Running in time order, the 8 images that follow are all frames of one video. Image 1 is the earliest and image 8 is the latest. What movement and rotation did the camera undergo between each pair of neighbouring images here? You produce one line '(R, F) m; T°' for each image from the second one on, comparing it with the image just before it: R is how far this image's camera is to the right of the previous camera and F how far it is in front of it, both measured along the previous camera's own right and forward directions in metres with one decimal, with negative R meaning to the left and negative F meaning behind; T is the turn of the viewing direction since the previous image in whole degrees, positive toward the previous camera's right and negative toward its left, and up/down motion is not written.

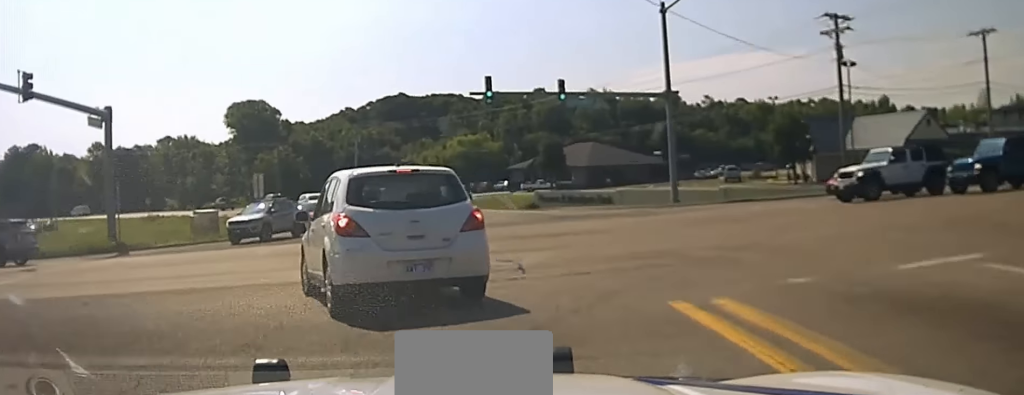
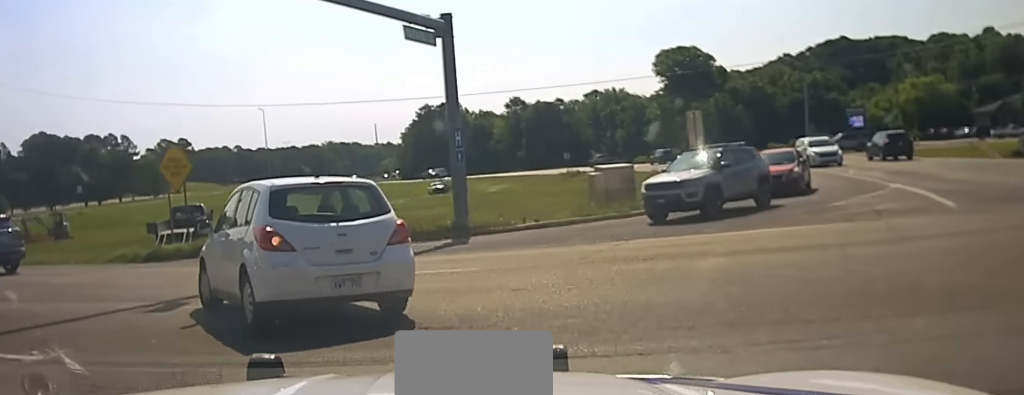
(-3.8, +17.8) m; -27°
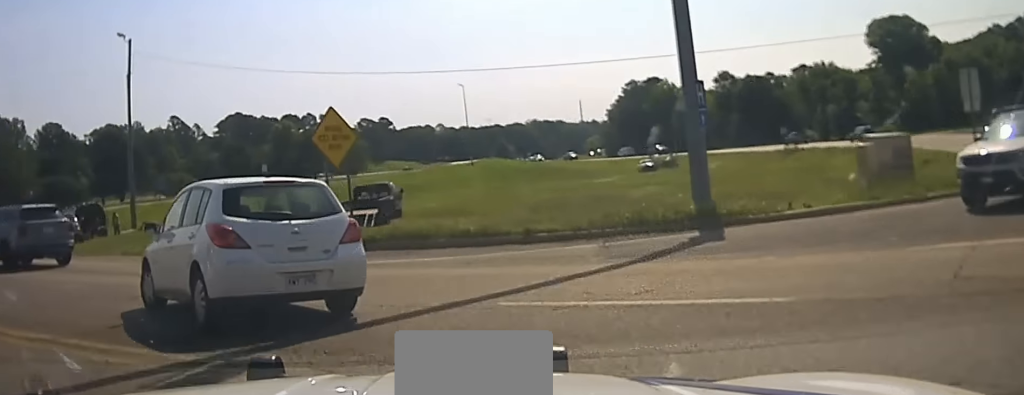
(-0.2, +6.7) m; -13°
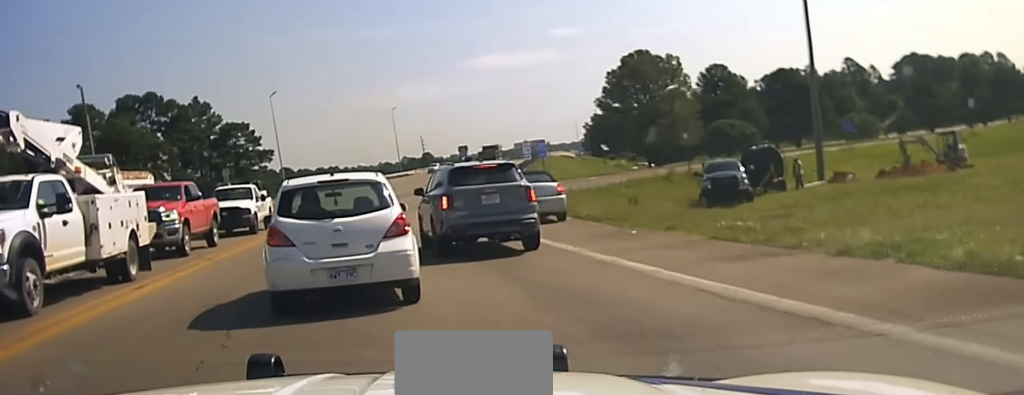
(-6.5, +15.3) m; -41°
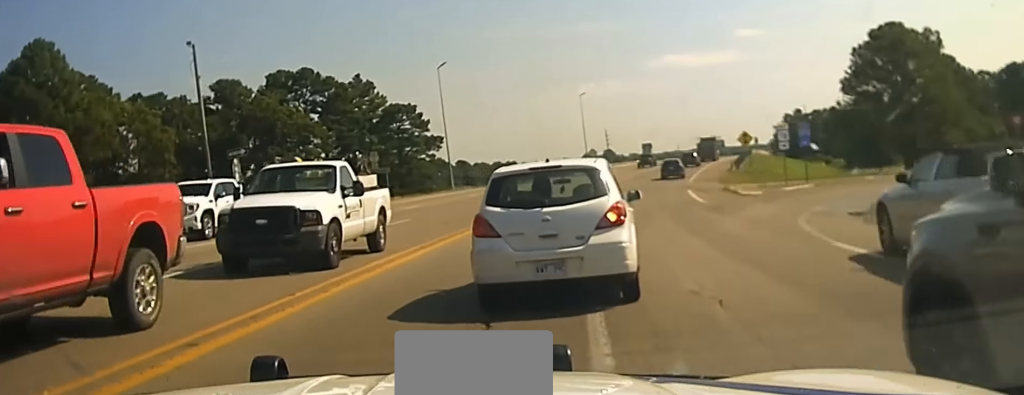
(-4.7, +16.7) m; -18°
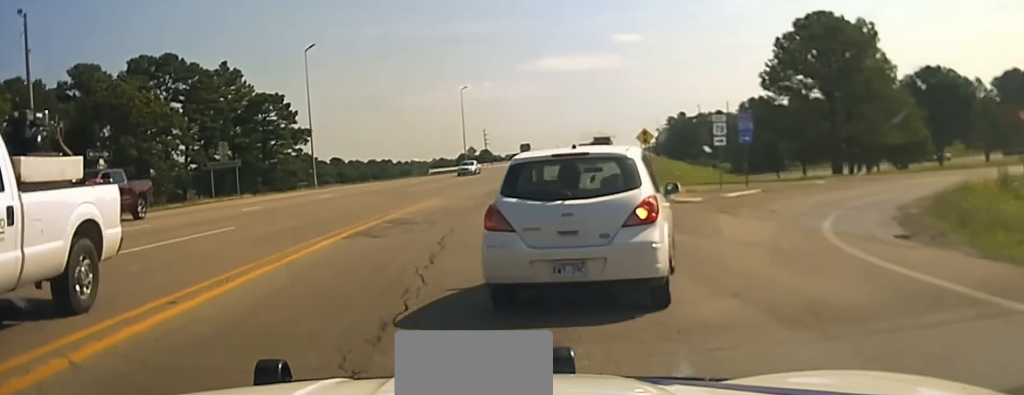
(+0.4, +9.3) m; +7°
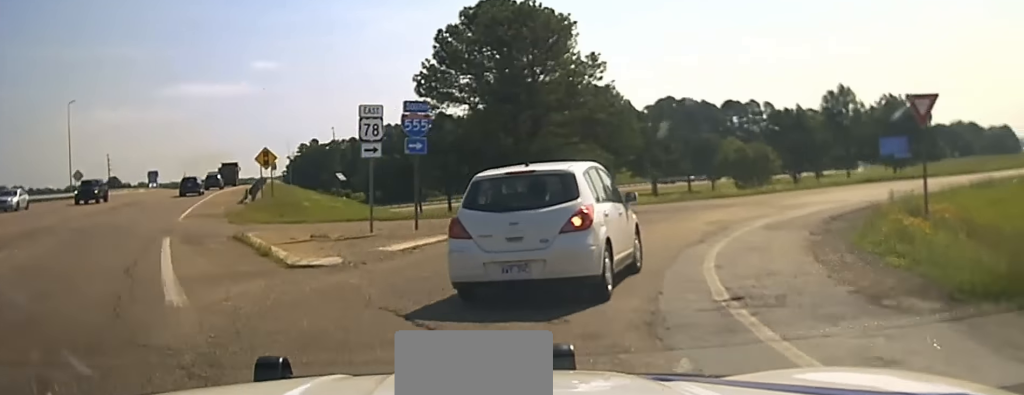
(+2.7, +17.4) m; +23°
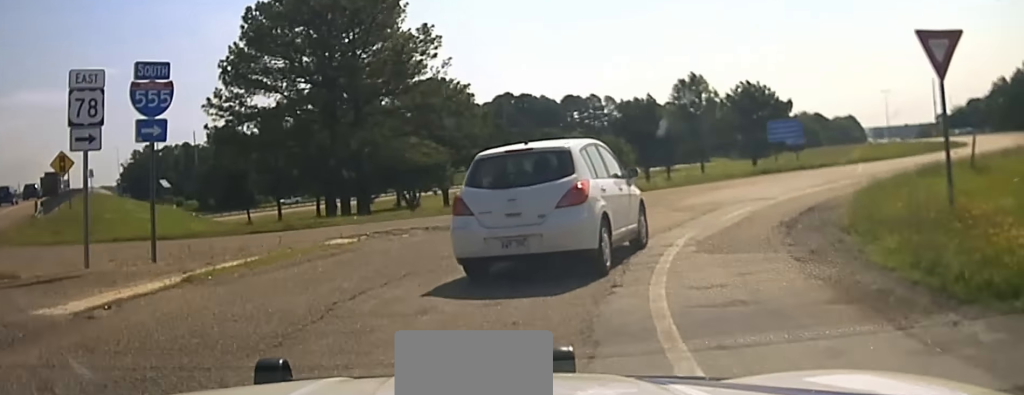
(+1.1, +7.5) m; +12°
